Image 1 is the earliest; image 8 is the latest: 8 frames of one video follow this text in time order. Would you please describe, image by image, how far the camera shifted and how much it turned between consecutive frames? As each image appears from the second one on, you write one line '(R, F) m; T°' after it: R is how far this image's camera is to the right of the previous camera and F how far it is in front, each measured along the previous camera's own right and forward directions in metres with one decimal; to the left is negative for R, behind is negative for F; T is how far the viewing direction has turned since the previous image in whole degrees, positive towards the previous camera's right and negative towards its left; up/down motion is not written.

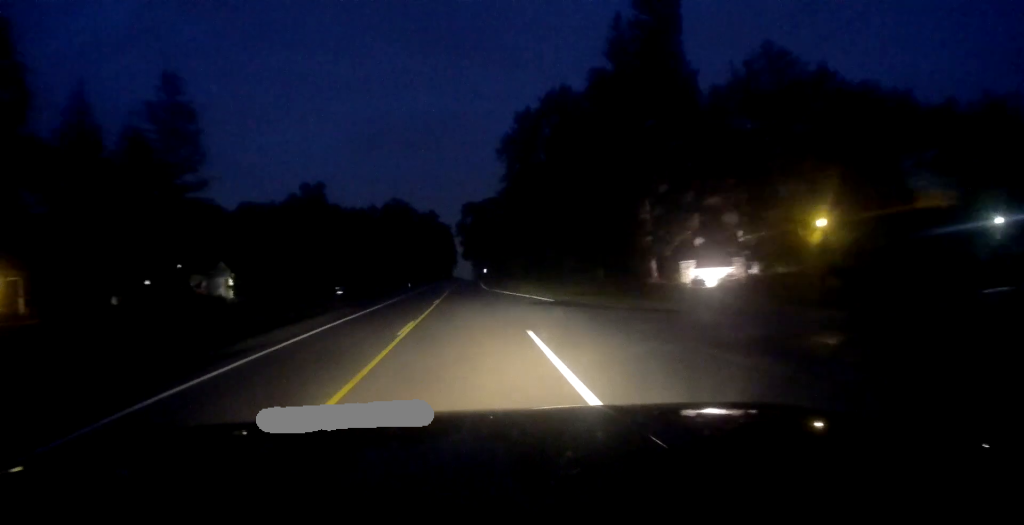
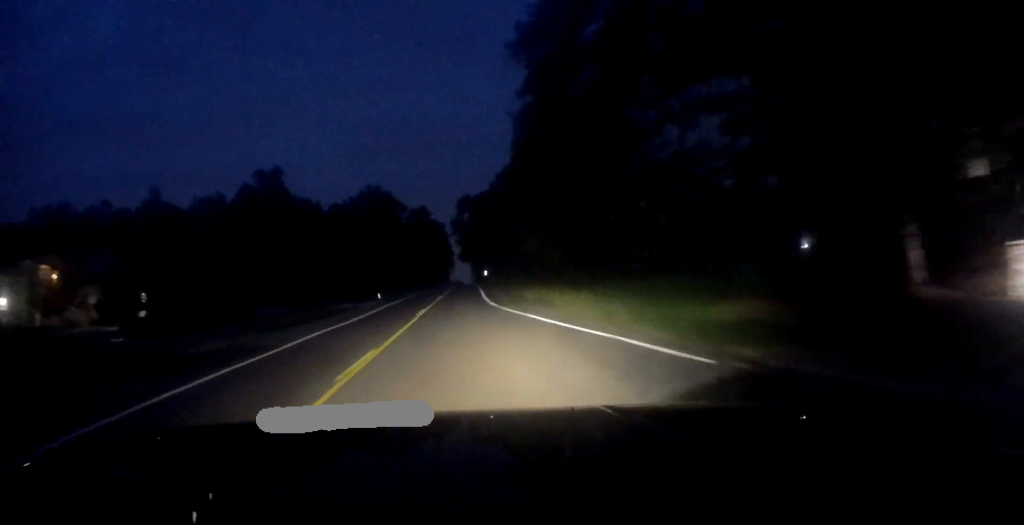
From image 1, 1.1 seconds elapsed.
(+0.3, +21.1) m; 0°
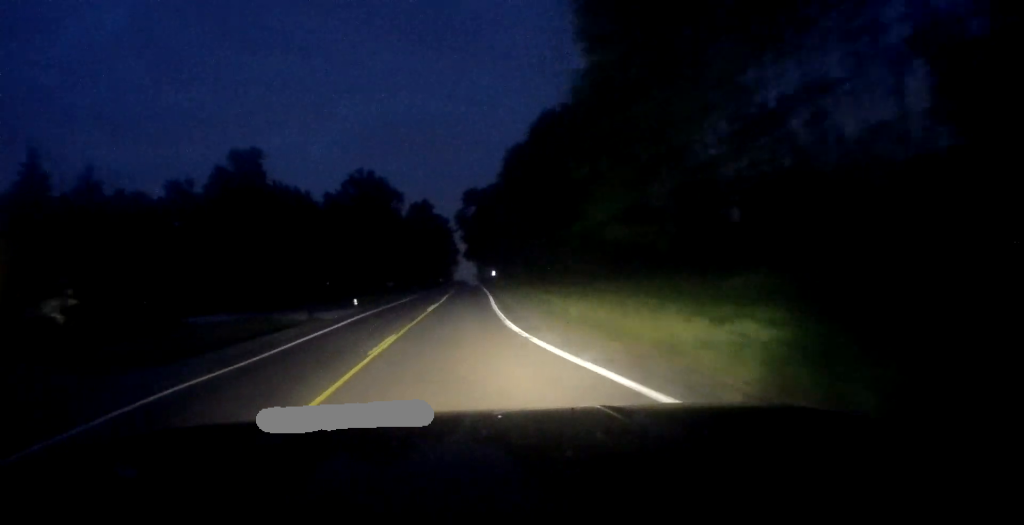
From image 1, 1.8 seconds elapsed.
(-0.2, +12.3) m; -1°
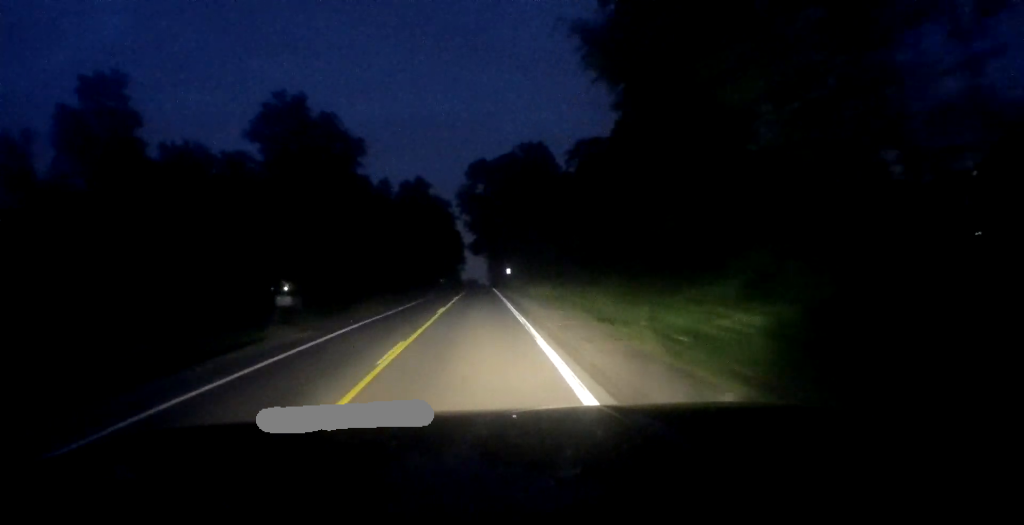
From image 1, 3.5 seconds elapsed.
(+0.6, +30.6) m; +1°
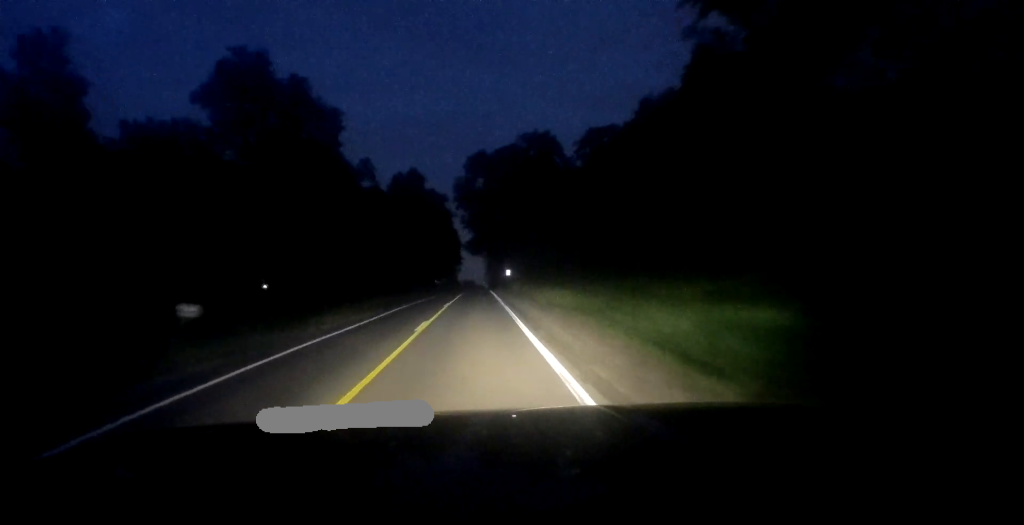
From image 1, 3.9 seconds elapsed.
(-0.1, +7.3) m; 0°
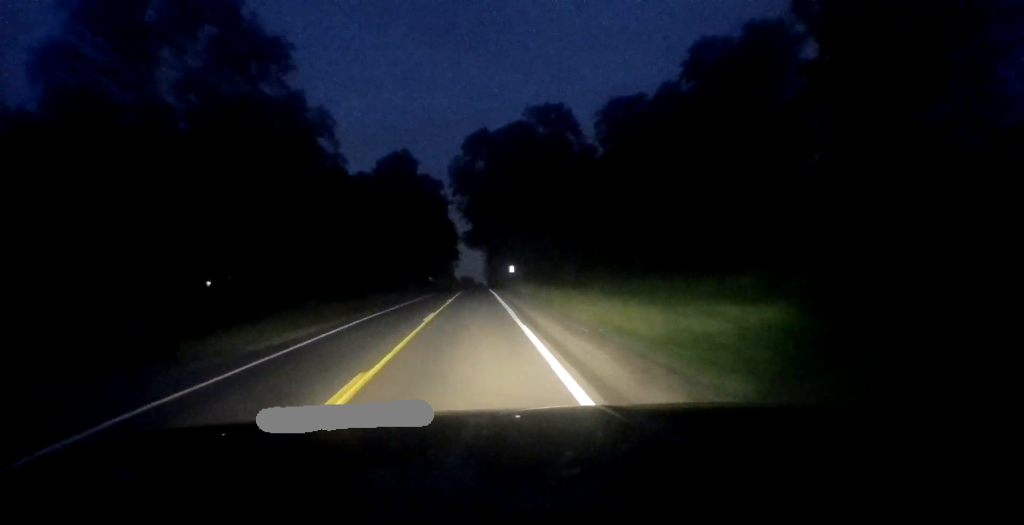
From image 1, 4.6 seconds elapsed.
(-0.2, +10.4) m; -1°
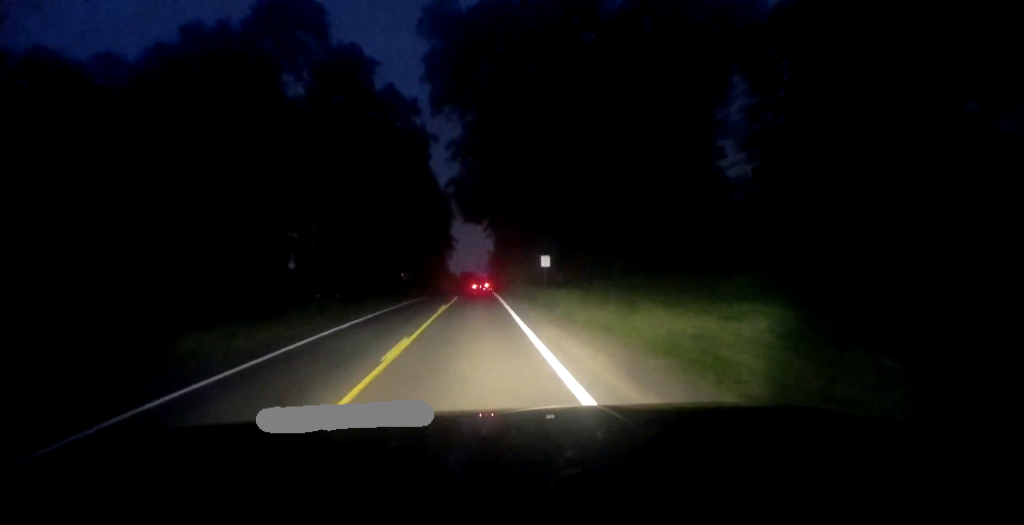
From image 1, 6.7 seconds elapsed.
(+0.6, +37.2) m; +1°
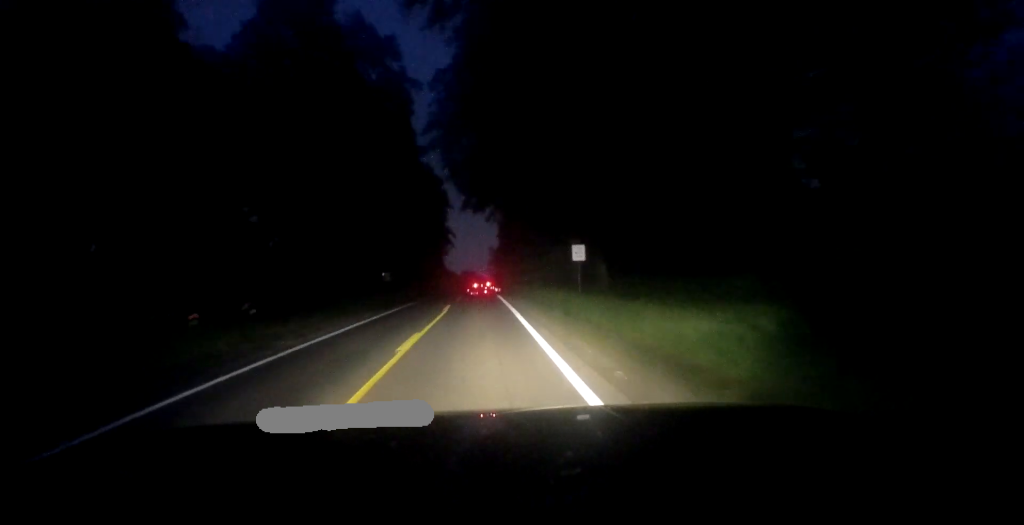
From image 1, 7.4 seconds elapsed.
(-0.2, +12.0) m; -1°
